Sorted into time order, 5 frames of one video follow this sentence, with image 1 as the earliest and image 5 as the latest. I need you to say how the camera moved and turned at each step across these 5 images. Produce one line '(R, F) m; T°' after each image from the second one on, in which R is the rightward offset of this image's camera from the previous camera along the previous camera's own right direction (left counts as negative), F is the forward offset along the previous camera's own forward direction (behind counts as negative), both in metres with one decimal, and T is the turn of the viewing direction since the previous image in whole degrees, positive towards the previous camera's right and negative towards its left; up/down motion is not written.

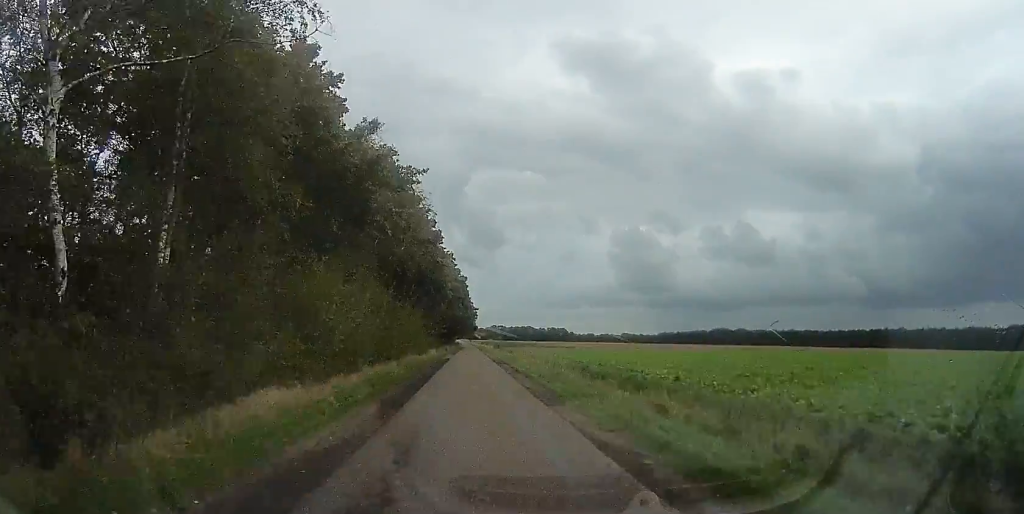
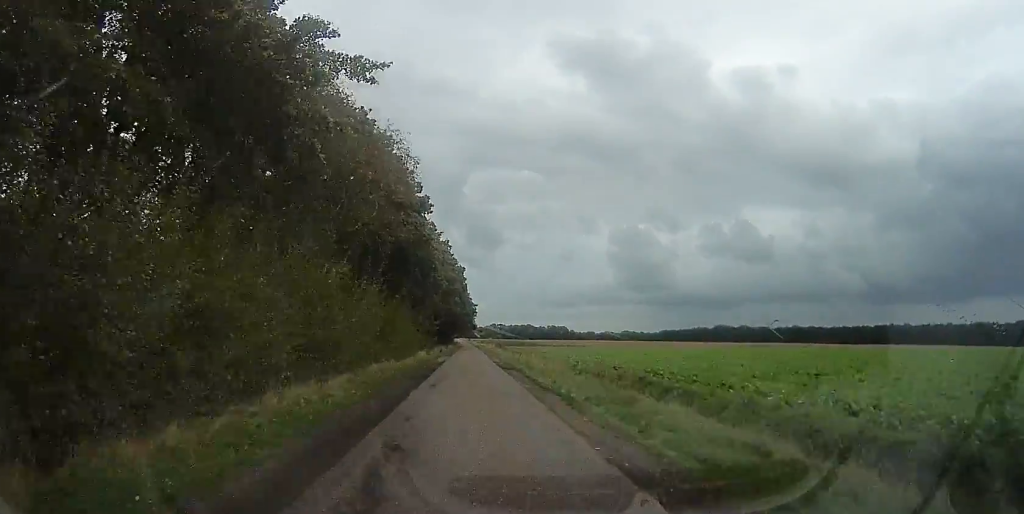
(+0.3, +9.7) m; 0°
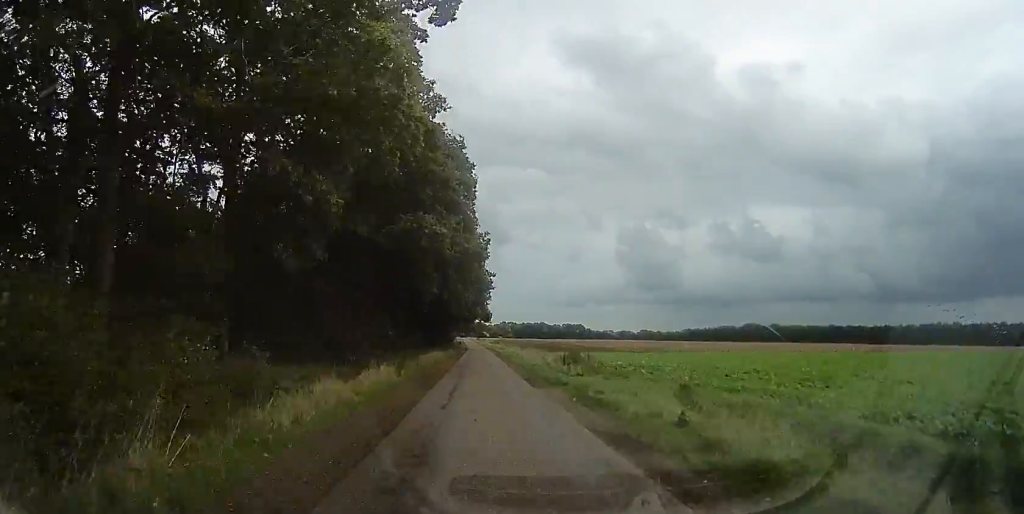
(-0.5, +58.3) m; 0°
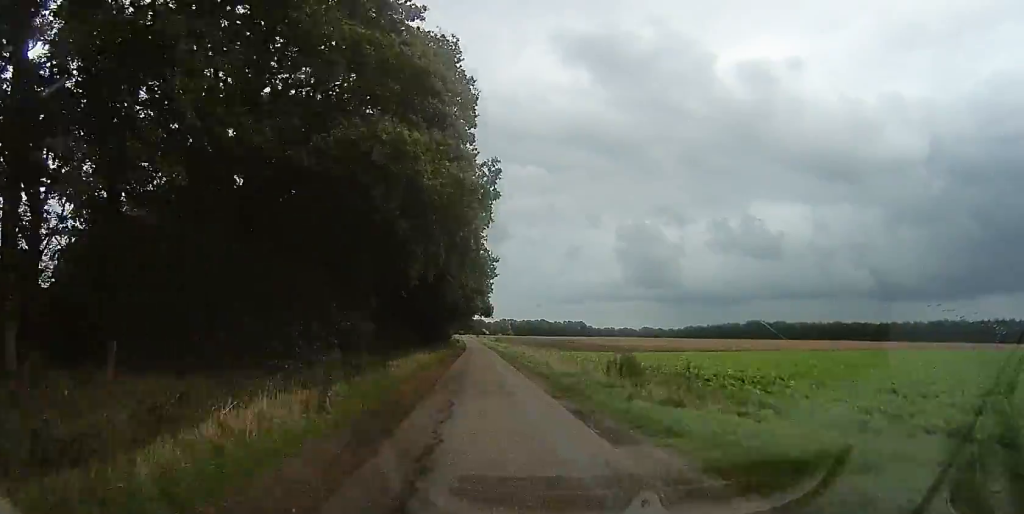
(+0.8, +10.7) m; 0°
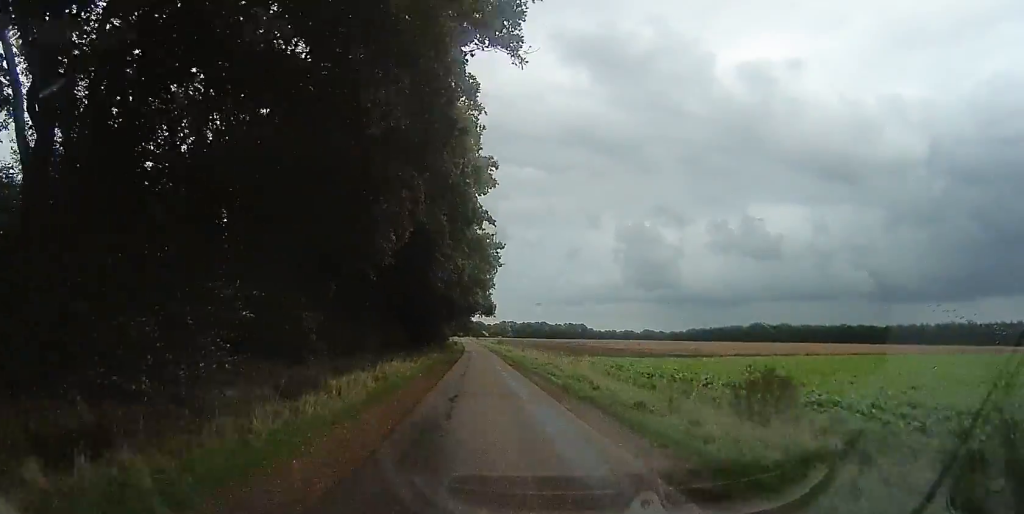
(+0.6, +9.6) m; 0°
